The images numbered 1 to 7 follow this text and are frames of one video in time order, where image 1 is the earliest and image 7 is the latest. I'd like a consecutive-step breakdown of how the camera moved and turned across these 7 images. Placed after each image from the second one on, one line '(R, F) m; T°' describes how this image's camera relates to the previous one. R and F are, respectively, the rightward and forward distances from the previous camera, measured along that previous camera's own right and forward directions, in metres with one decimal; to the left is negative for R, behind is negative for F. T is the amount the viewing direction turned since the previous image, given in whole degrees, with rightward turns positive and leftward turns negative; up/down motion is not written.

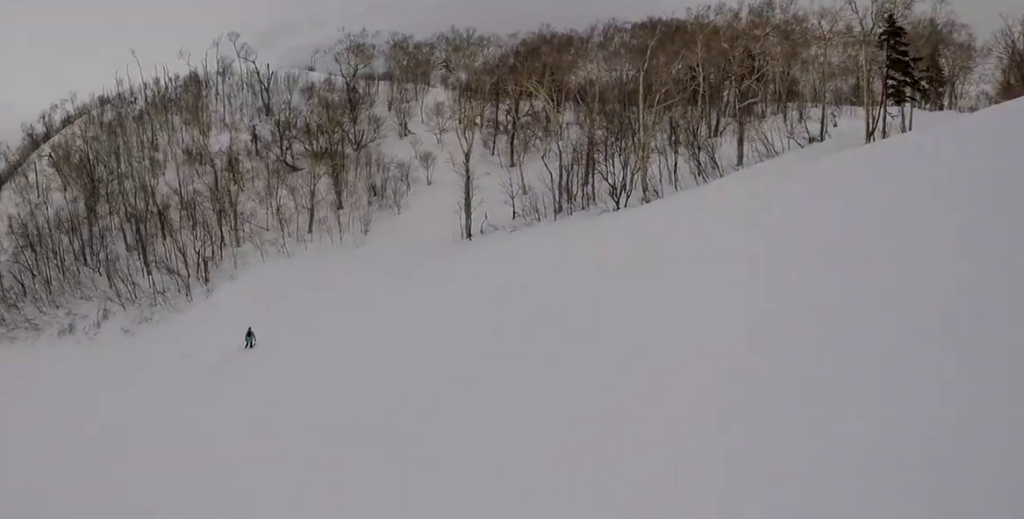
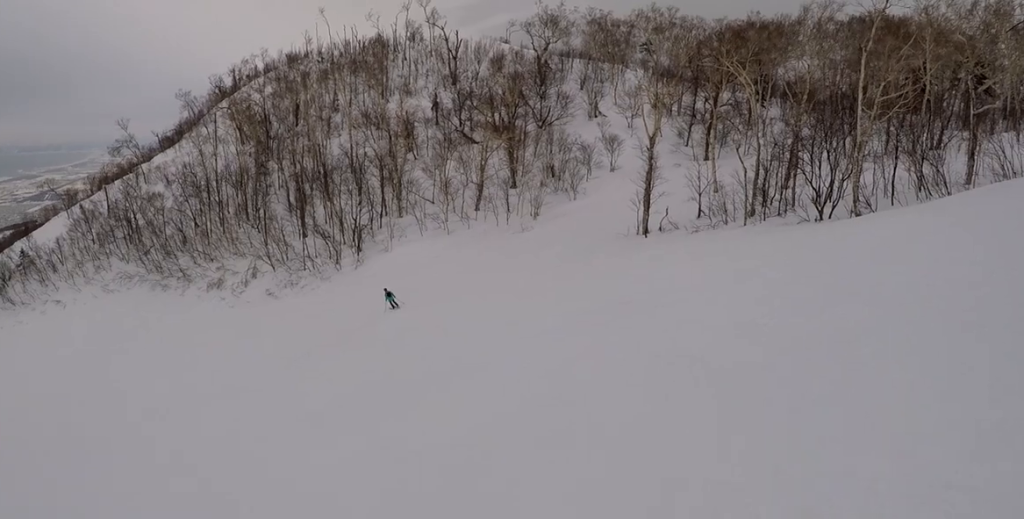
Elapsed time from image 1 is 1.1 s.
(+1.7, +6.6) m; -8°
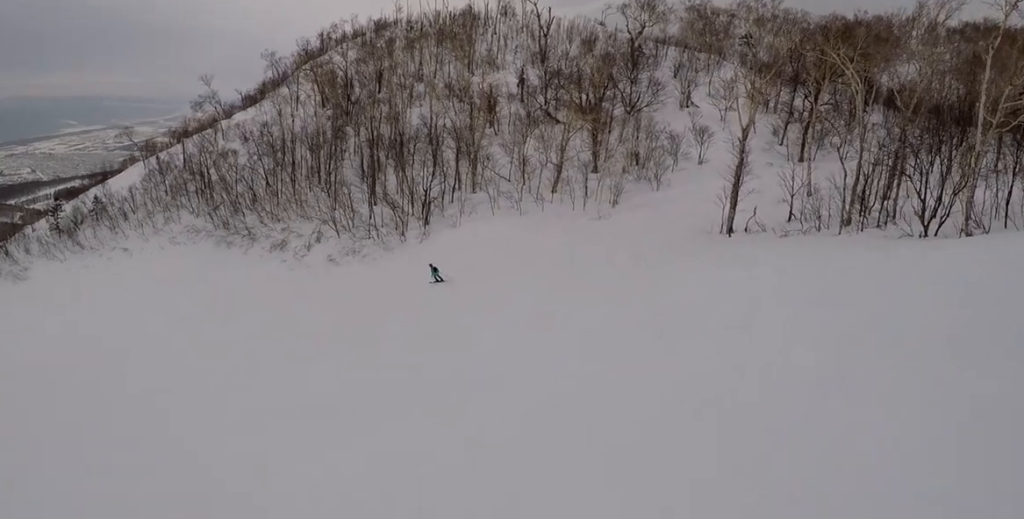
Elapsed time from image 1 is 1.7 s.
(-1.3, +3.0) m; -8°
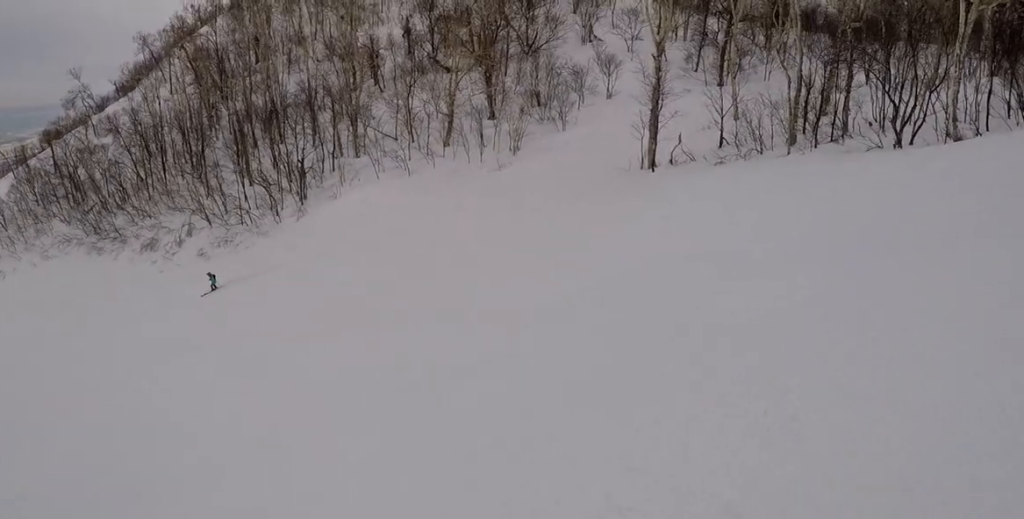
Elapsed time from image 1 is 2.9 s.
(-0.7, +7.3) m; +2°
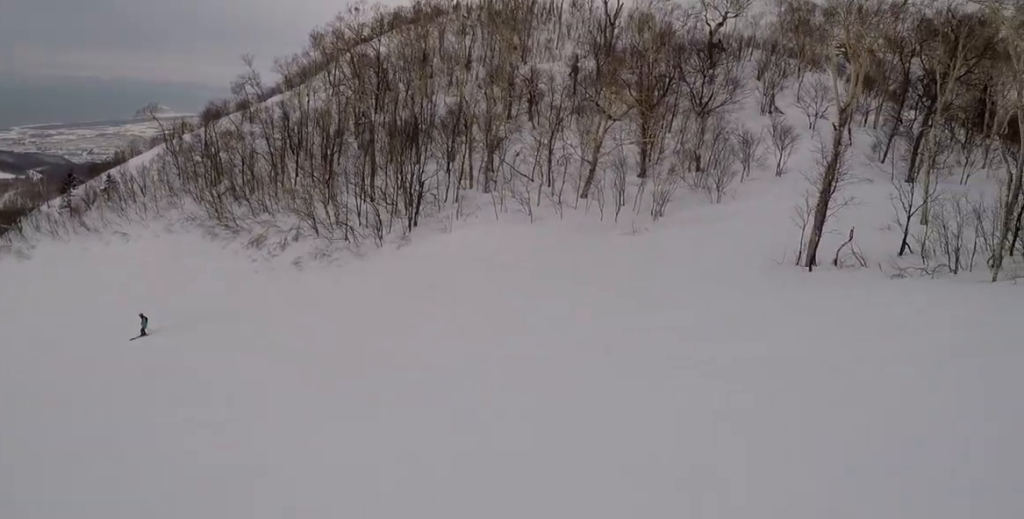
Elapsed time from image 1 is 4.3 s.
(+0.6, +7.9) m; +4°
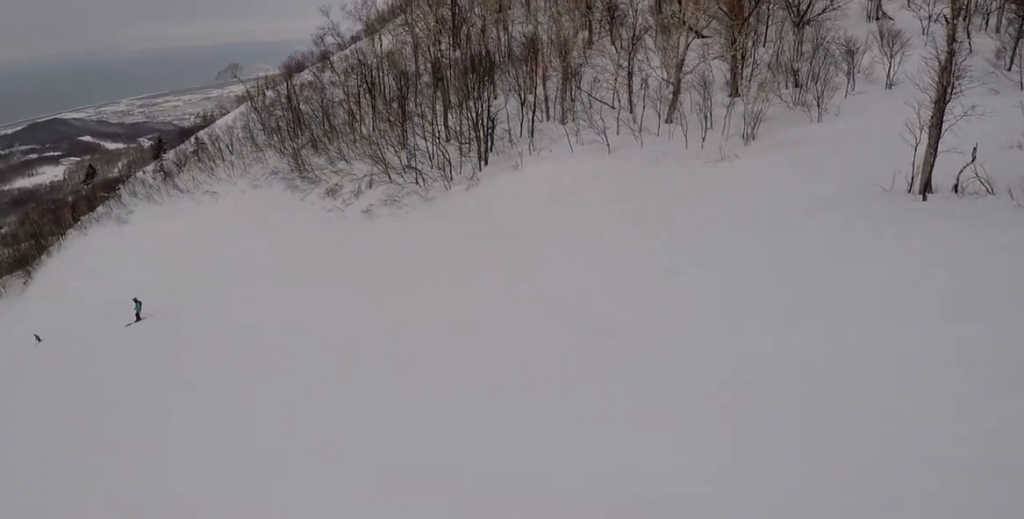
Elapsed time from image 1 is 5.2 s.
(+0.1, +4.4) m; -5°
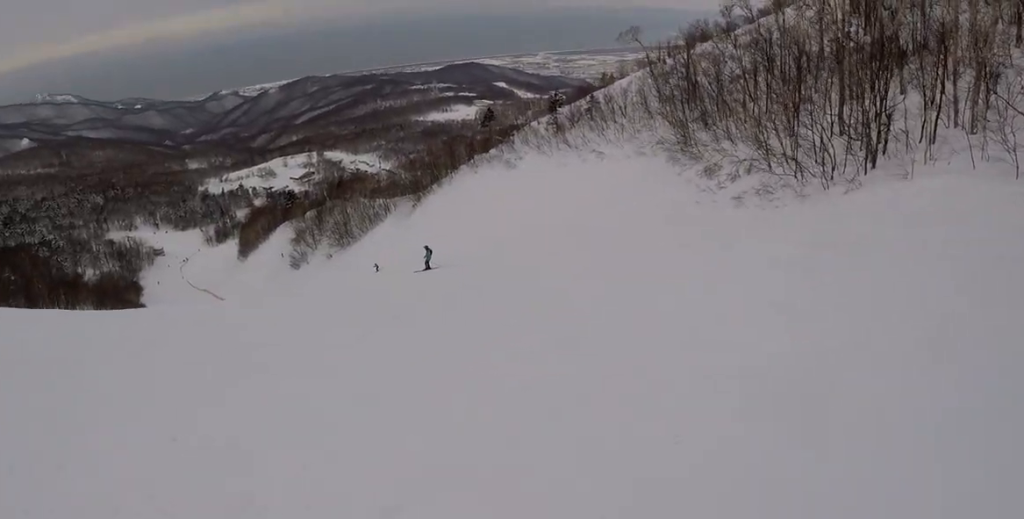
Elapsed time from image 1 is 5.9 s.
(-0.4, +3.6) m; -29°
